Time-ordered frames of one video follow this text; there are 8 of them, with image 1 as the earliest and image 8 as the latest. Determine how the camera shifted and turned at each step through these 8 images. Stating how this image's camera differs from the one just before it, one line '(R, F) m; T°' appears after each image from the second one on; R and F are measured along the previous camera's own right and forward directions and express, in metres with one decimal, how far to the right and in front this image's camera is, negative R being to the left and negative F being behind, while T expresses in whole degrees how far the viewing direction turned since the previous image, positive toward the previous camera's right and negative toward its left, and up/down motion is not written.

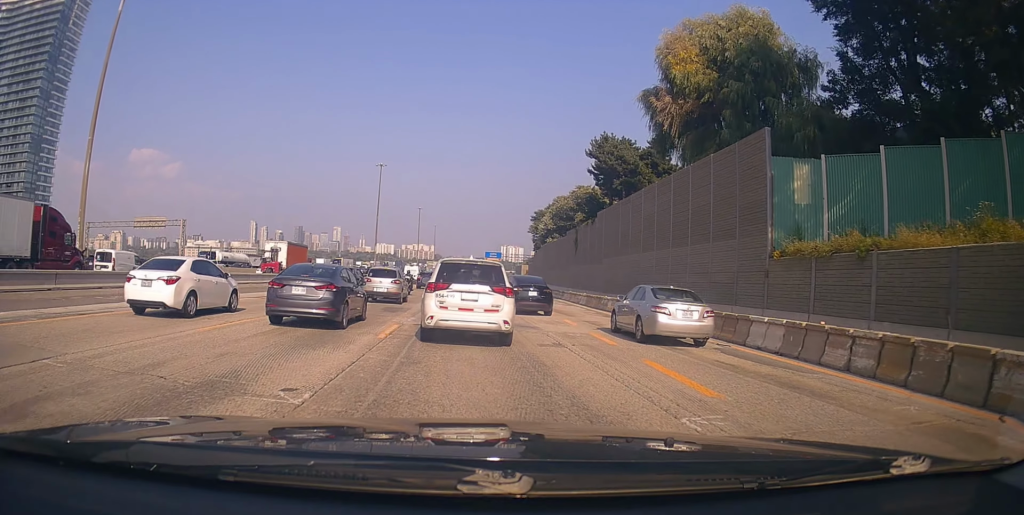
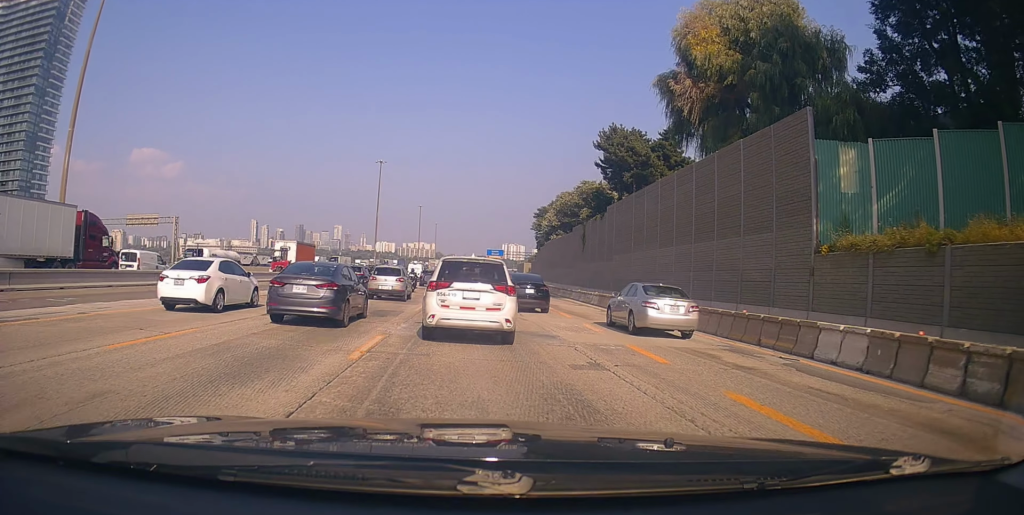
(+0.1, +2.7) m; -5°
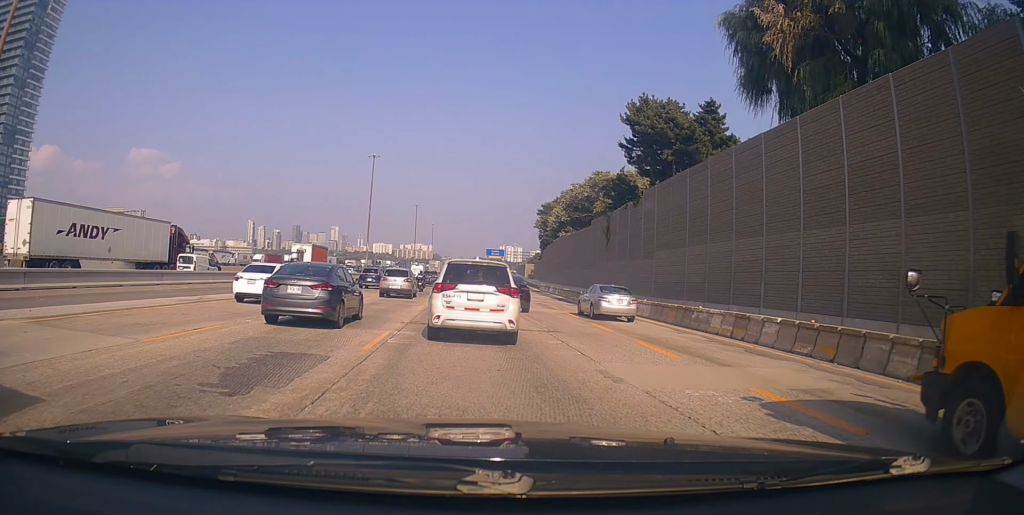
(-0.1, +10.6) m; +3°
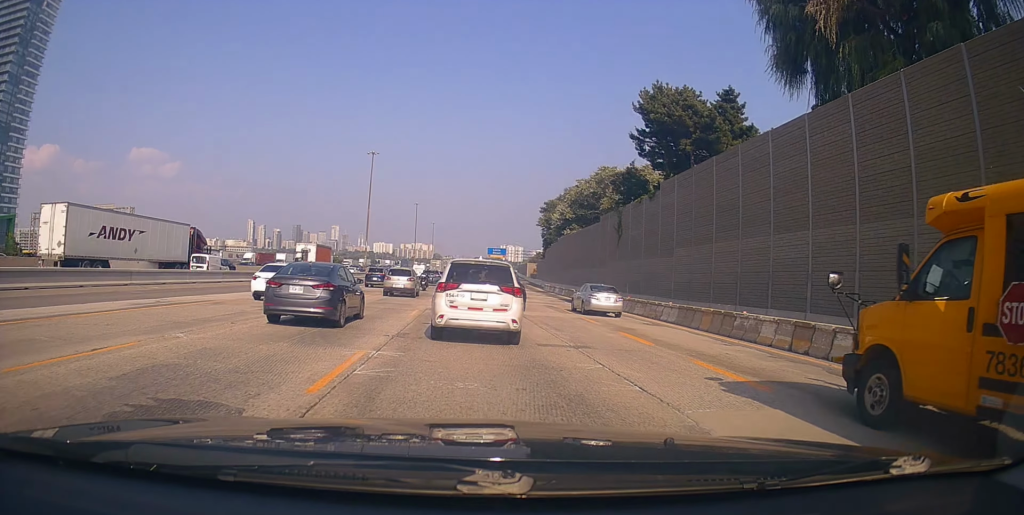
(+0.1, +3.3) m; +2°
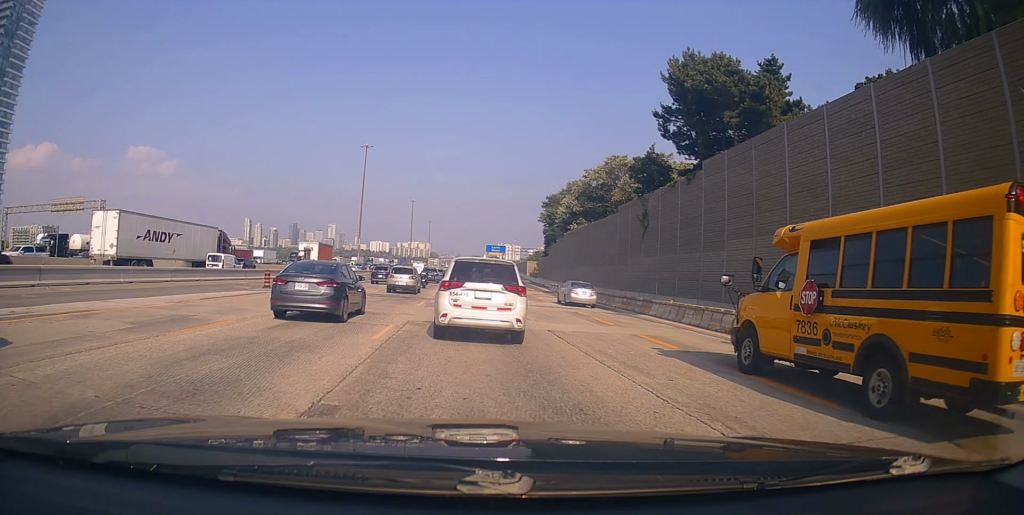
(-0.1, +7.1) m; +2°
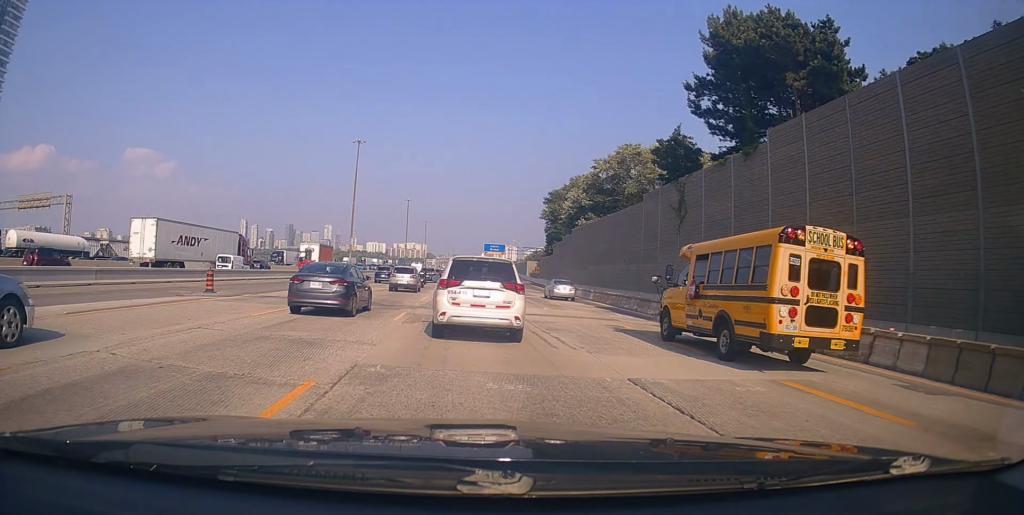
(+0.4, +7.4) m; +2°
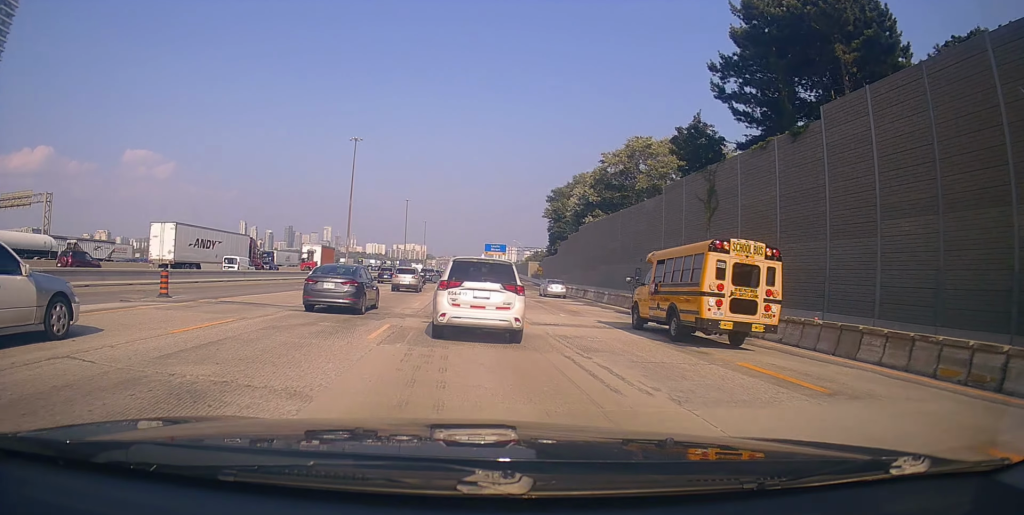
(+0.1, +4.3) m; -2°
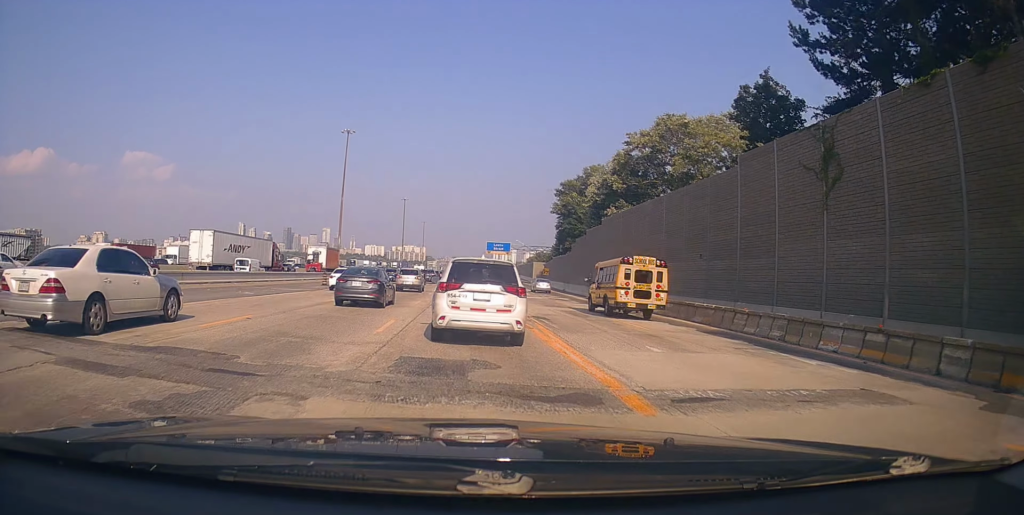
(-0.5, +10.6) m; -1°
